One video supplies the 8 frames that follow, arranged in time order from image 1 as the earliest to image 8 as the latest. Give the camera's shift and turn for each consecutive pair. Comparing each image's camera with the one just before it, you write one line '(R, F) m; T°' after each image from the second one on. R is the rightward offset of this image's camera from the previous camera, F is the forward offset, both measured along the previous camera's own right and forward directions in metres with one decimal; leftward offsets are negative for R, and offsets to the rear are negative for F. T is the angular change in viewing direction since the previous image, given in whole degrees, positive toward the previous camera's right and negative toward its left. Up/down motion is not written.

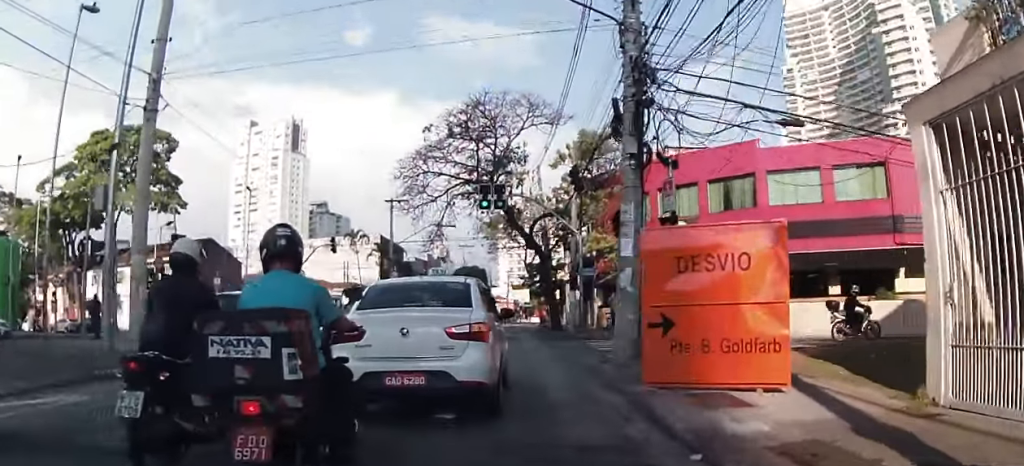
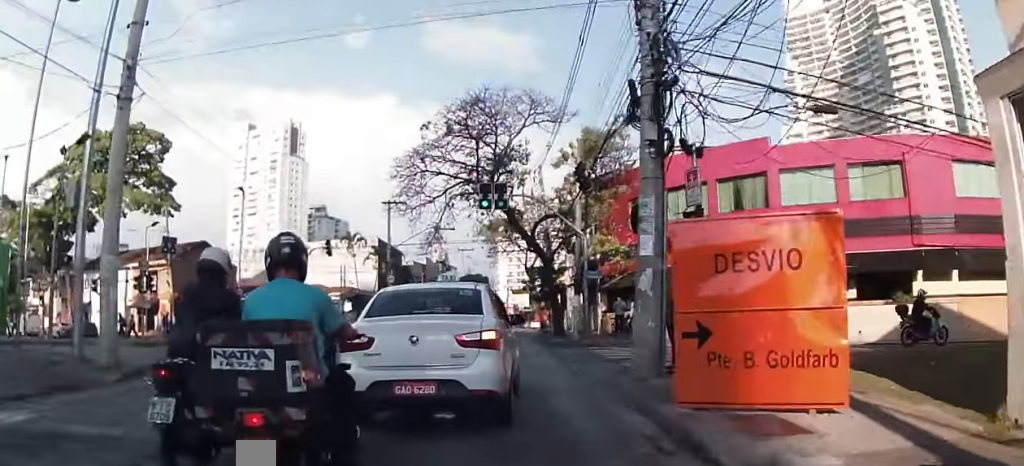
(+0.1, +1.4) m; -3°
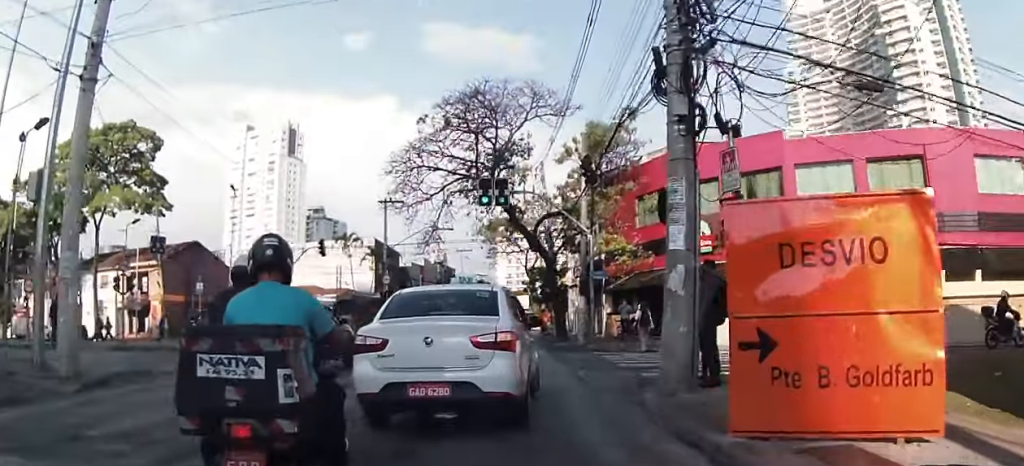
(-0.3, +1.7) m; -4°
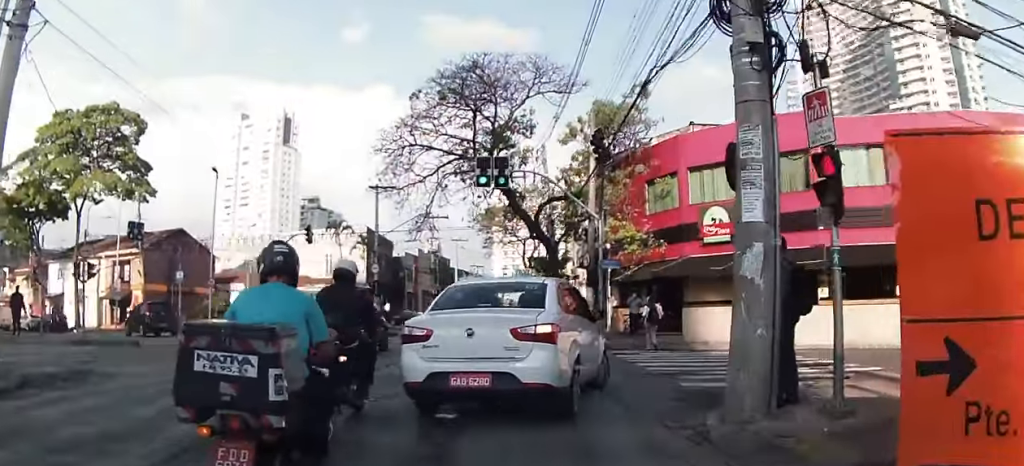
(-0.2, +3.0) m; -4°
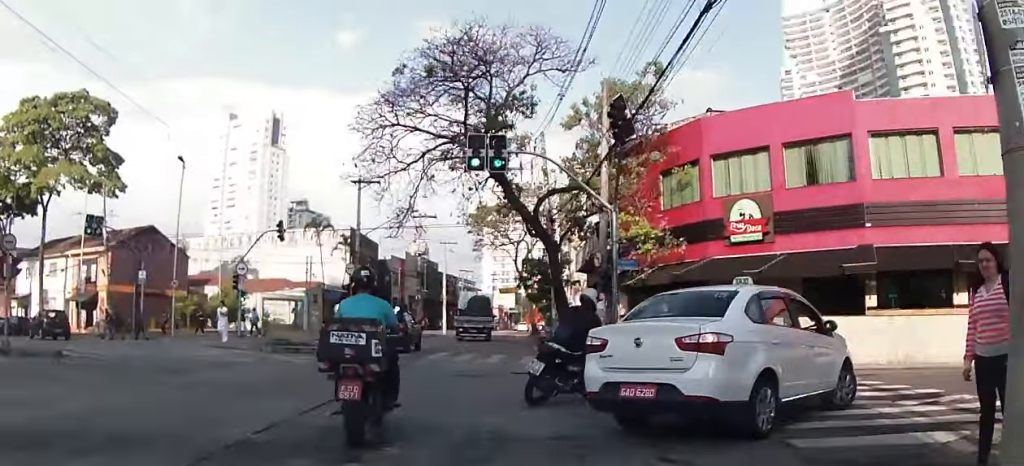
(0.0, +4.0) m; +10°
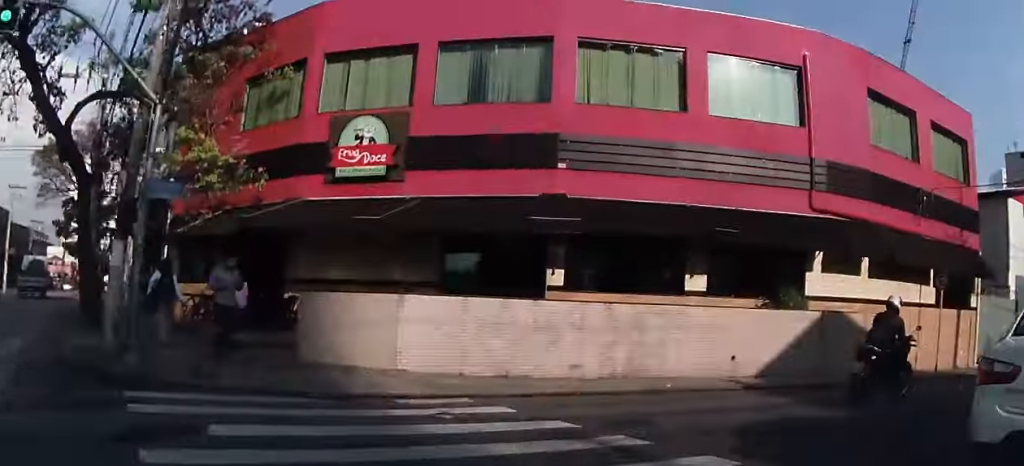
(+2.5, +6.5) m; +43°
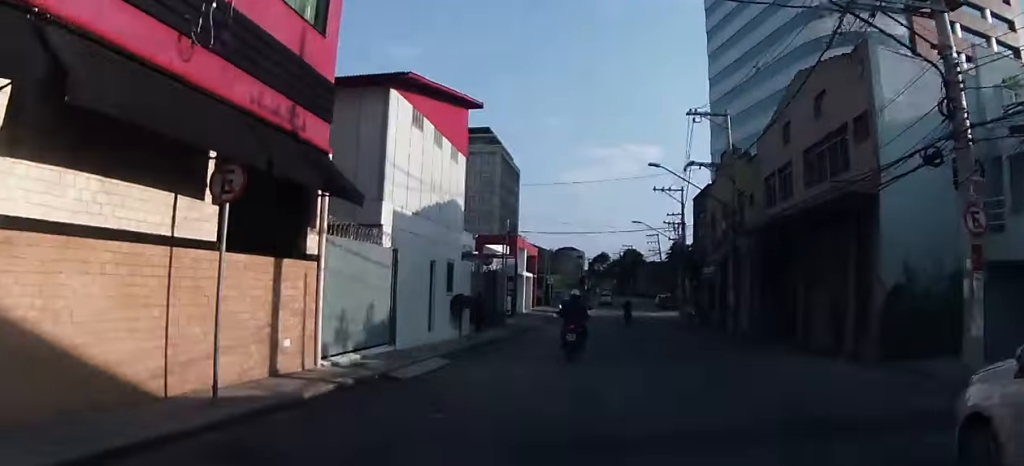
(+4.4, +9.7) m; +42°
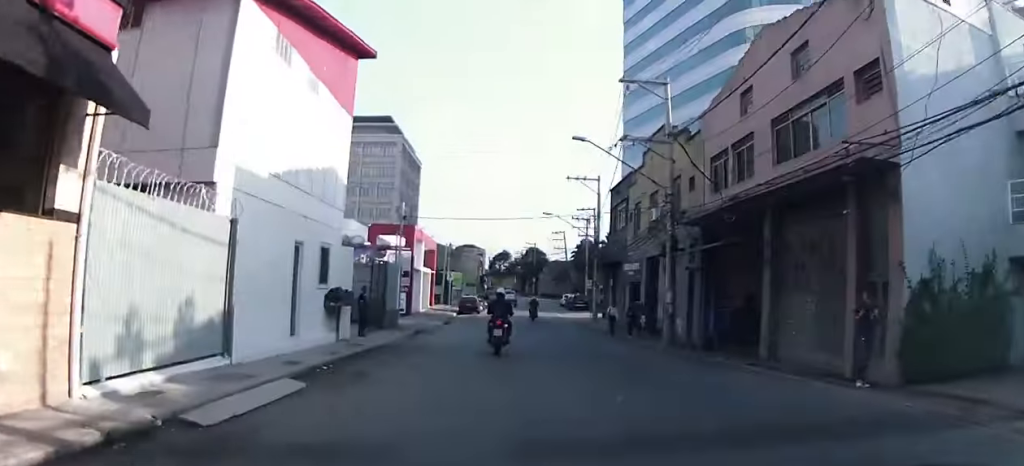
(0.0, +4.1) m; +10°
